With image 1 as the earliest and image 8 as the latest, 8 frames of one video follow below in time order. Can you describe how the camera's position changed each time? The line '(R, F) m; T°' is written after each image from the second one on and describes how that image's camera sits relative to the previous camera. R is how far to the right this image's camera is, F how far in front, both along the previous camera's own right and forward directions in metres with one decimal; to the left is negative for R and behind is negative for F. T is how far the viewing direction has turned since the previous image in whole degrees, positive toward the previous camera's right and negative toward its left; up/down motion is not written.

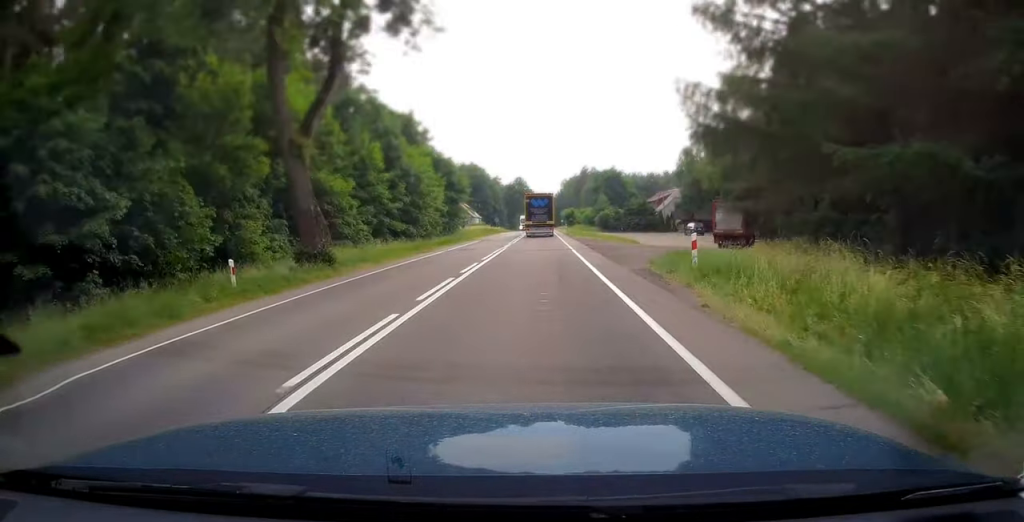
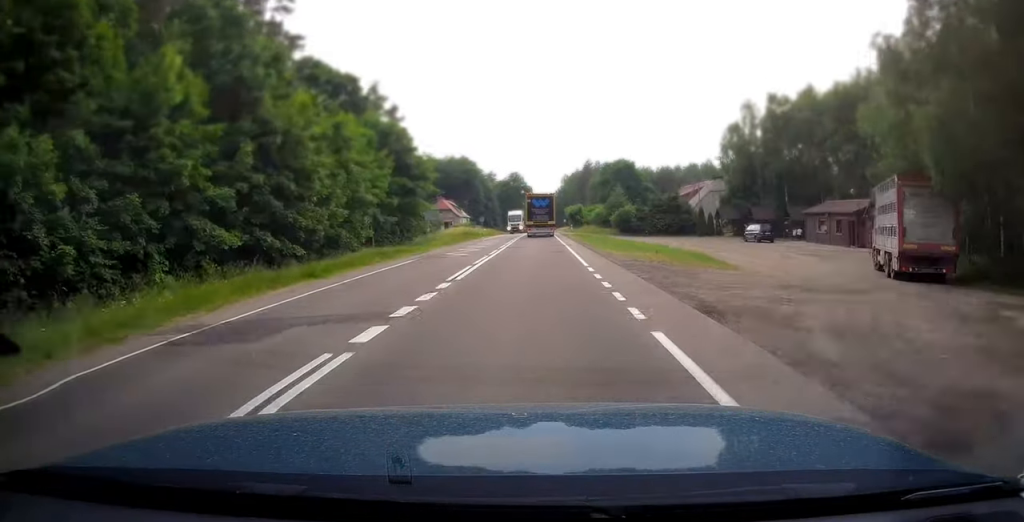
(0.0, +24.6) m; 0°
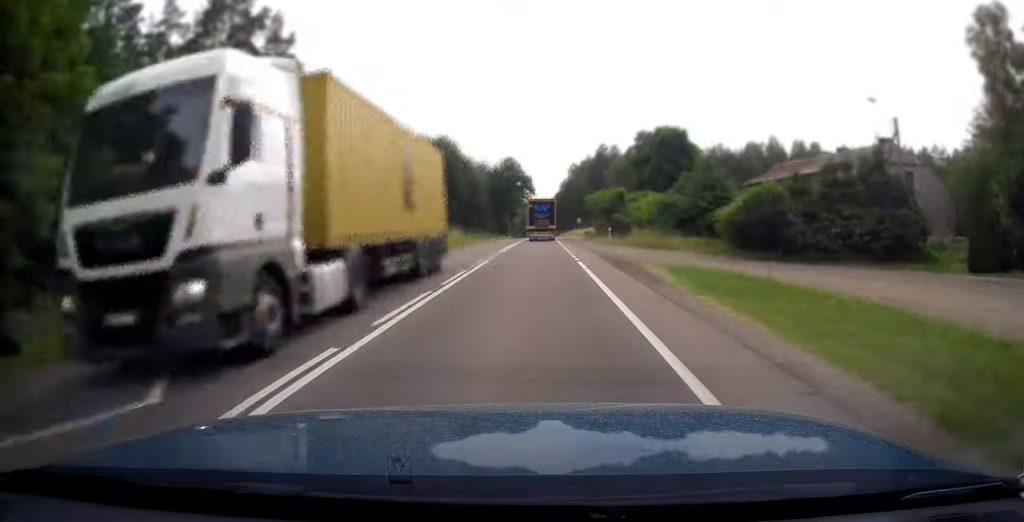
(-0.2, +50.9) m; 0°
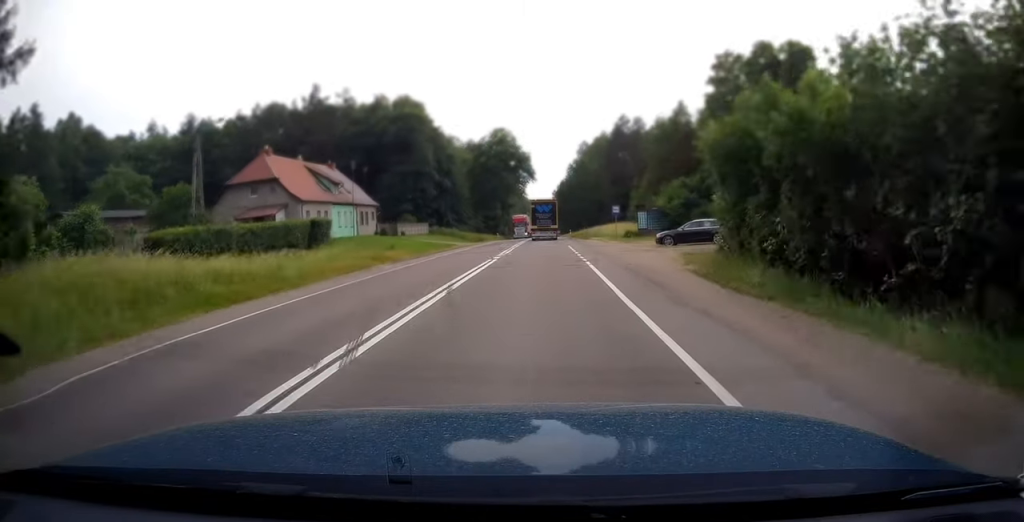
(+0.3, +44.9) m; 0°
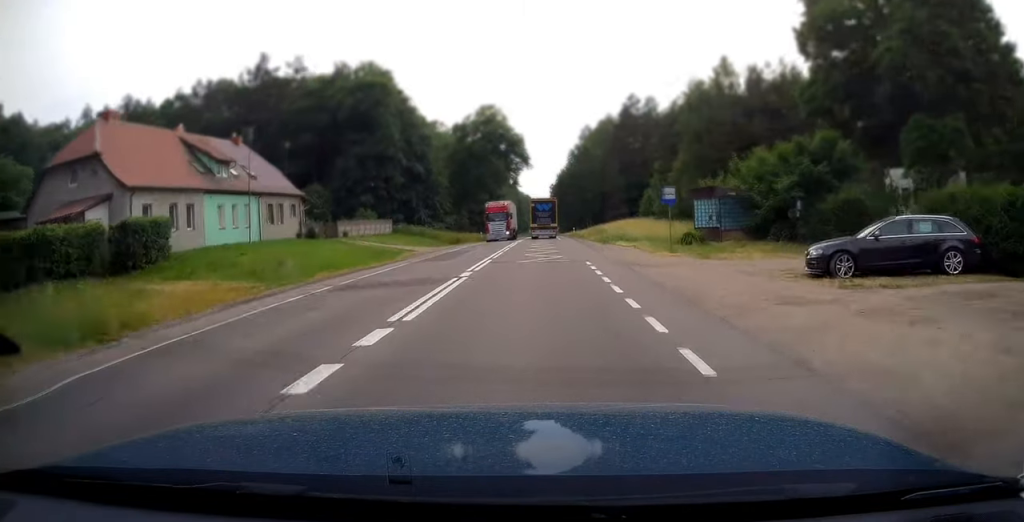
(0.0, +21.4) m; 0°
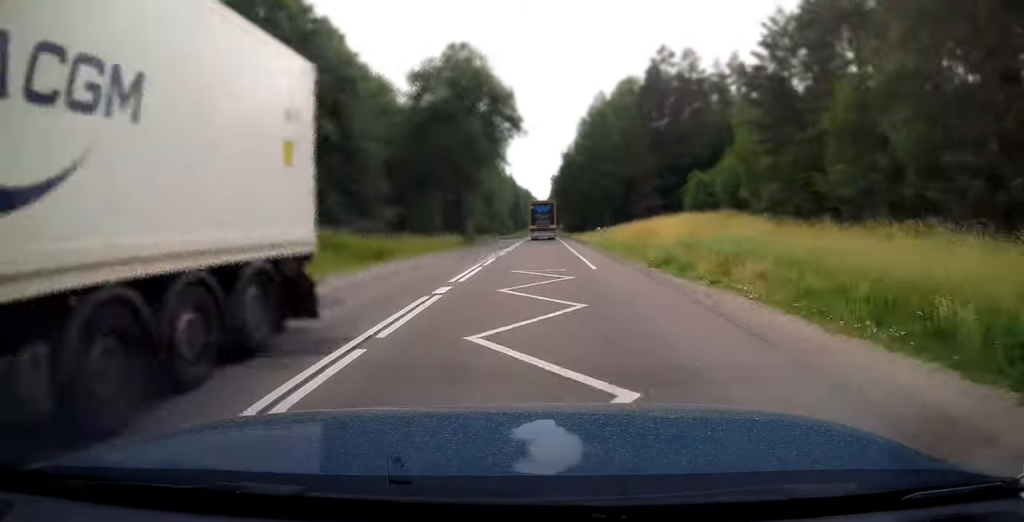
(0.0, +35.1) m; 0°
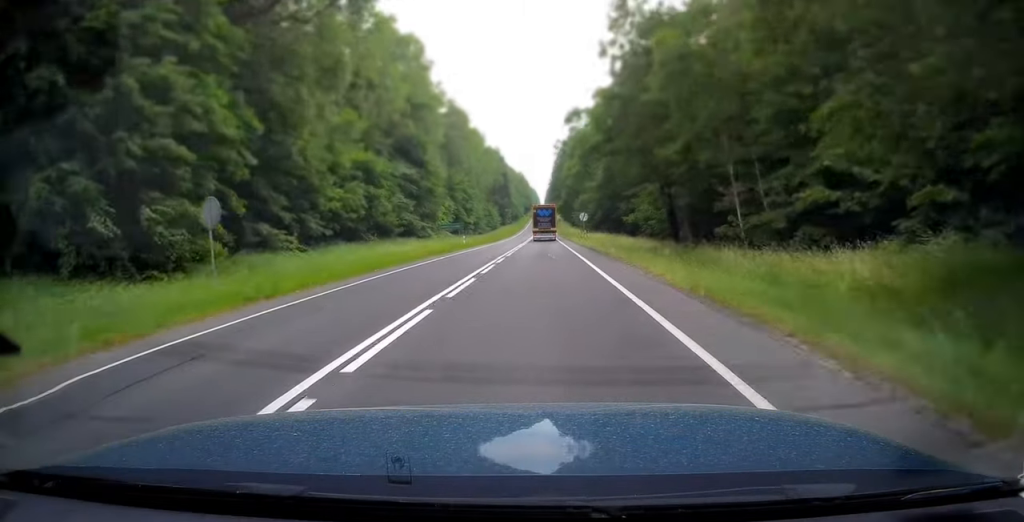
(-0.4, +85.2) m; 0°
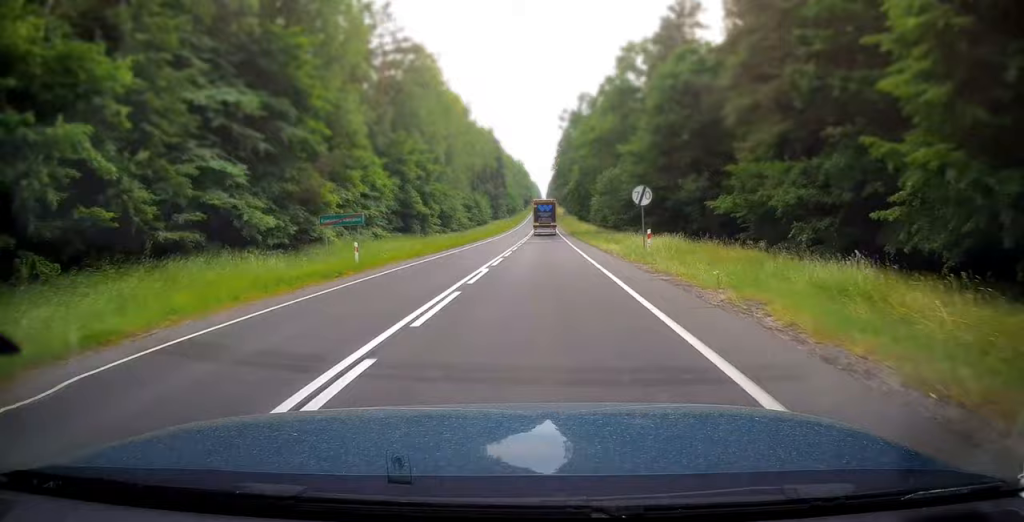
(+0.1, +35.5) m; 0°
